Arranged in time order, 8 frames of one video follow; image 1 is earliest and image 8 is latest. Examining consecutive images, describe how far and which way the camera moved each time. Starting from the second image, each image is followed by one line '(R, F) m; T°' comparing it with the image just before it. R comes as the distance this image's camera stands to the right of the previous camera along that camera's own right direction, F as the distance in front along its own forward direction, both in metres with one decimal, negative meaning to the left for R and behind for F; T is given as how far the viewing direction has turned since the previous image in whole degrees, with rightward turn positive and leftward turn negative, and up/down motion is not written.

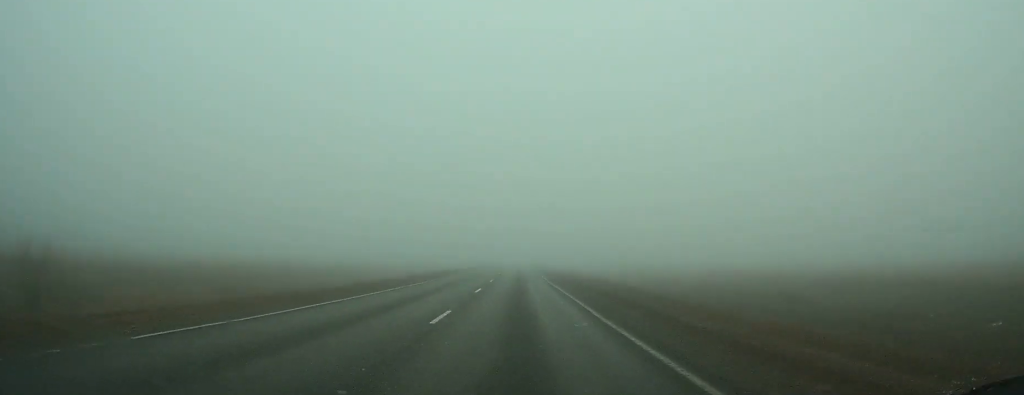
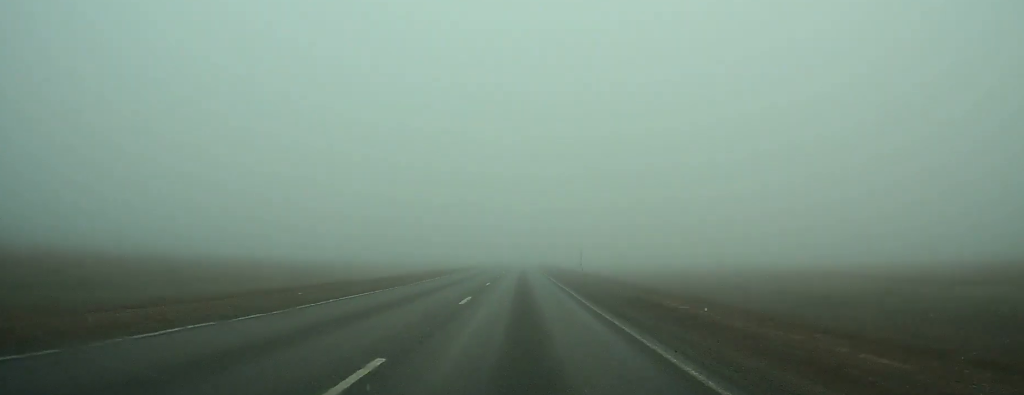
(+0.2, +57.4) m; 0°
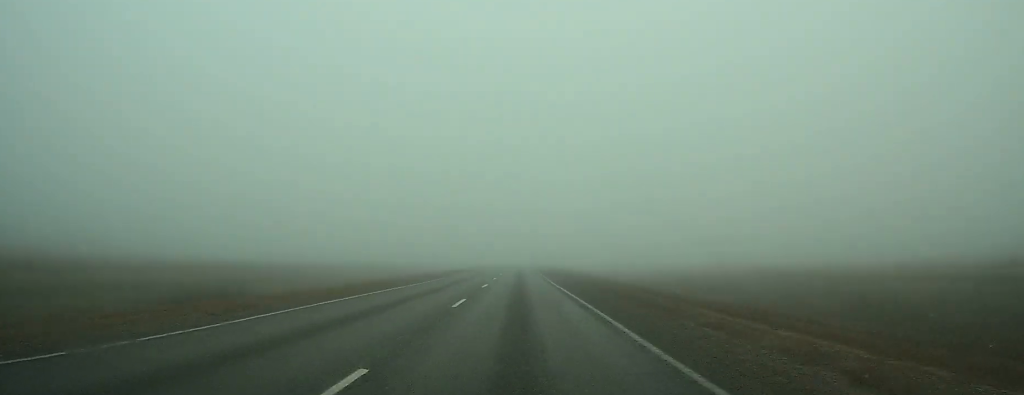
(+0.1, +96.0) m; 0°
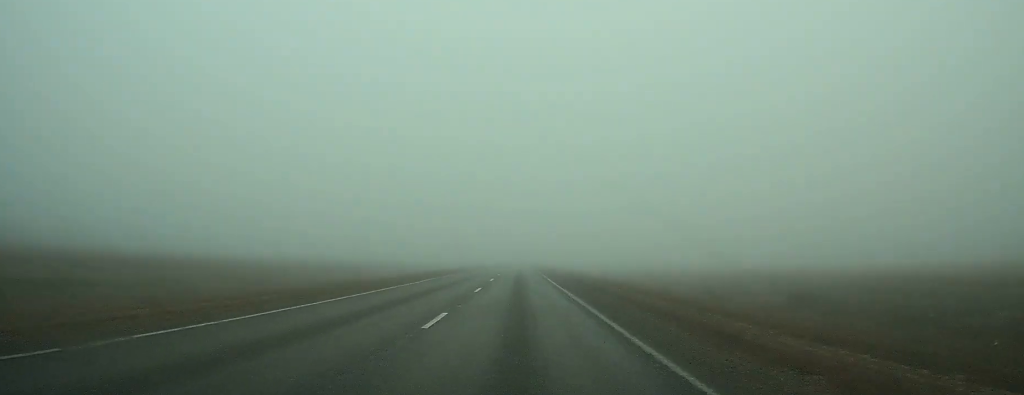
(0.0, +27.5) m; 0°
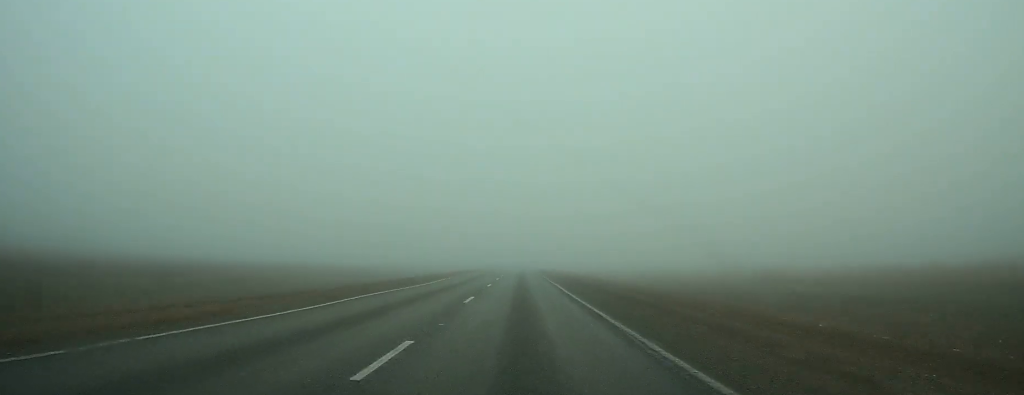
(0.0, +52.1) m; 0°
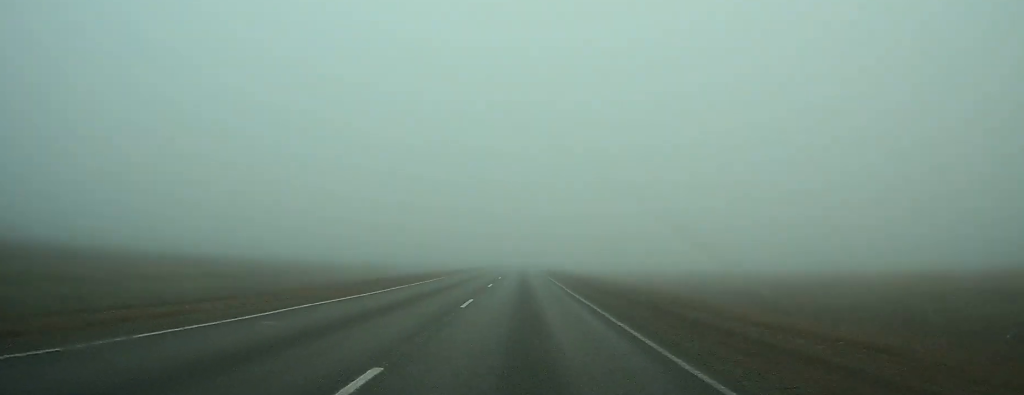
(0.0, +40.0) m; 0°
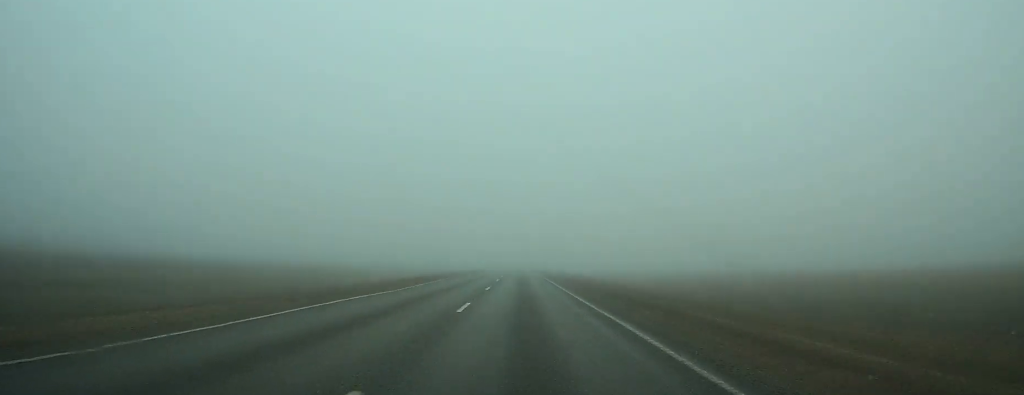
(0.0, +39.7) m; 0°
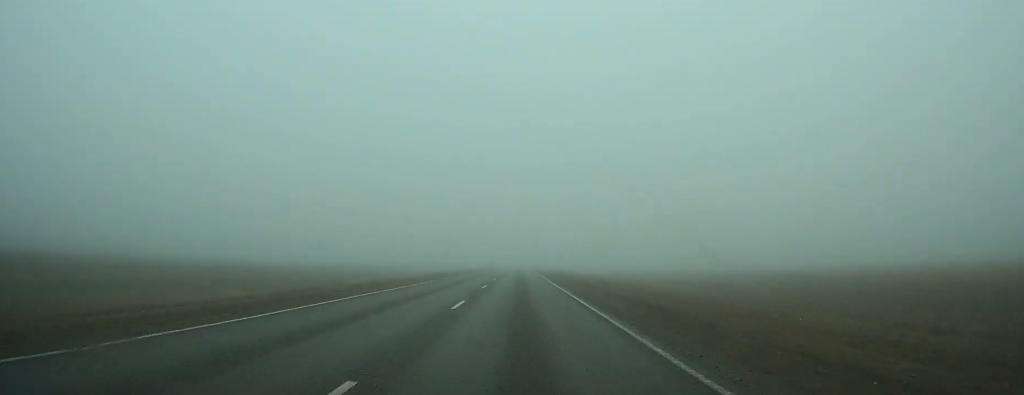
(0.0, +63.9) m; 0°
